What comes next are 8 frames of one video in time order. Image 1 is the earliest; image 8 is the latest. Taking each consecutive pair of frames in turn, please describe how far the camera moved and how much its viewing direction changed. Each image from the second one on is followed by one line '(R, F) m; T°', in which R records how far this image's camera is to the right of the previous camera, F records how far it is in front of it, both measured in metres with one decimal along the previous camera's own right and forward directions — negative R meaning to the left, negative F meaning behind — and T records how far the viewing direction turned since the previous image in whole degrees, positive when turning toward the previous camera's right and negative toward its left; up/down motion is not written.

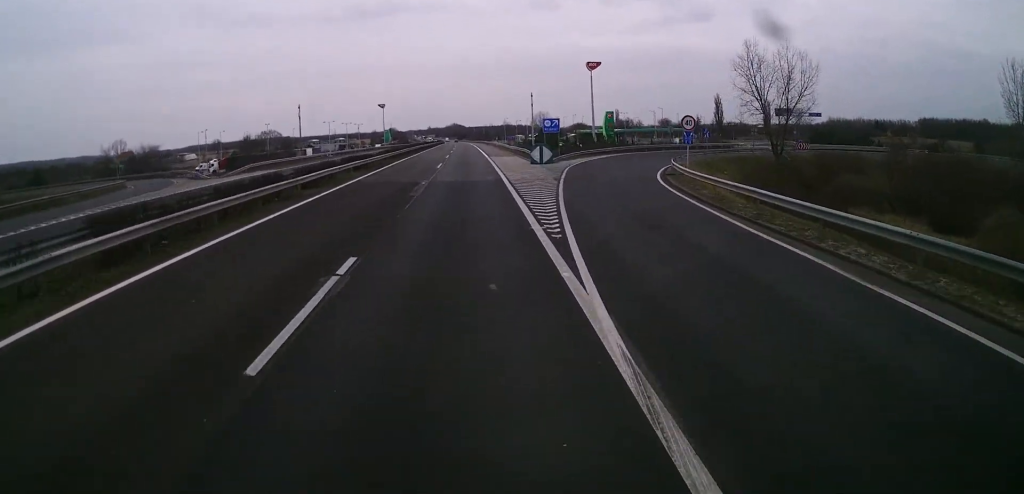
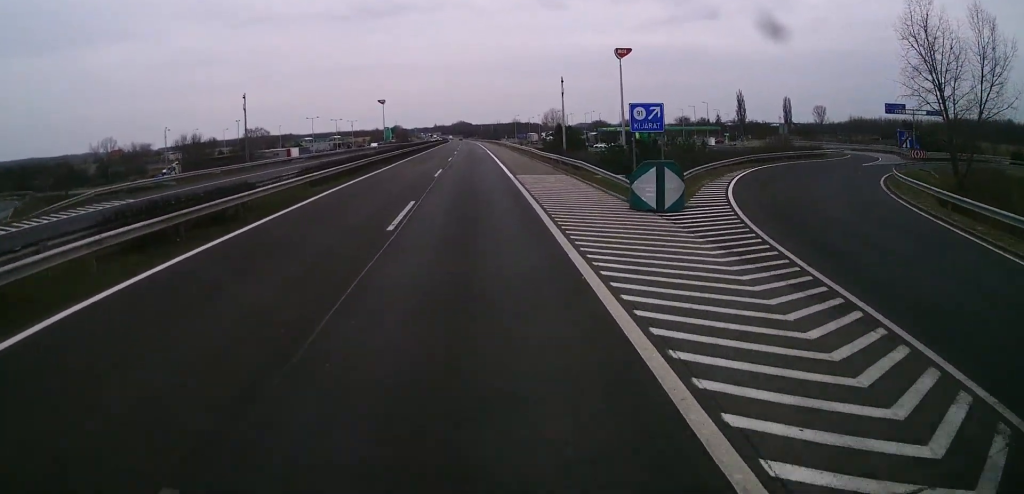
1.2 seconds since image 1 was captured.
(+0.1, +27.8) m; 0°
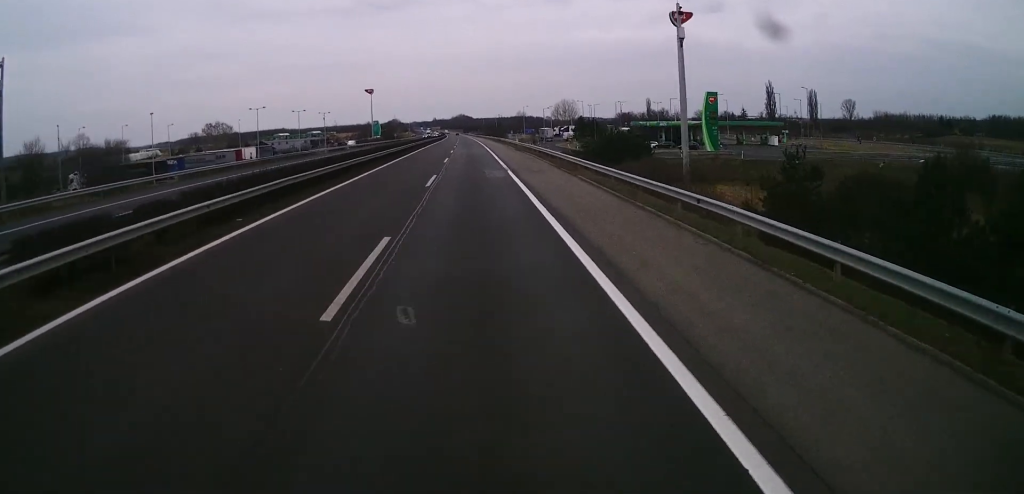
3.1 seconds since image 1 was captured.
(-0.7, +43.3) m; -1°
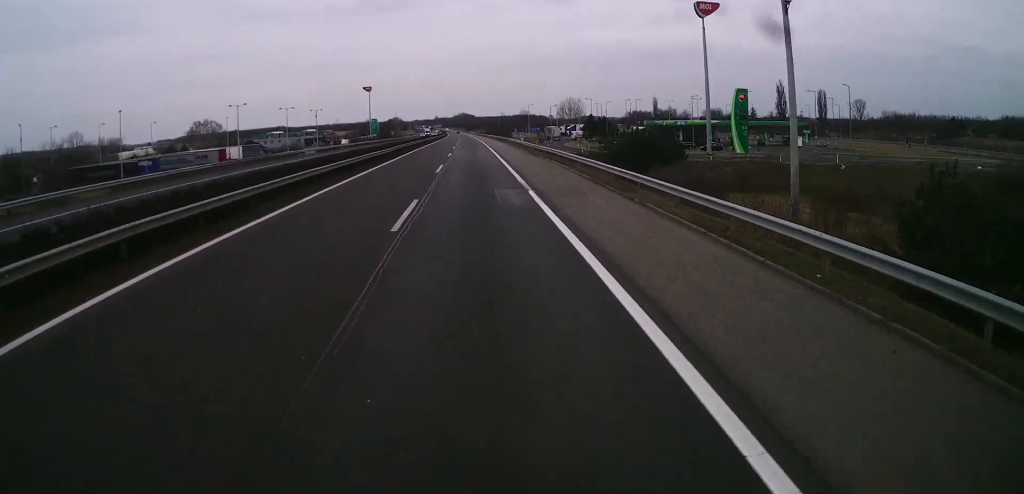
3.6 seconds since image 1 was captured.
(+0.2, +11.7) m; 0°
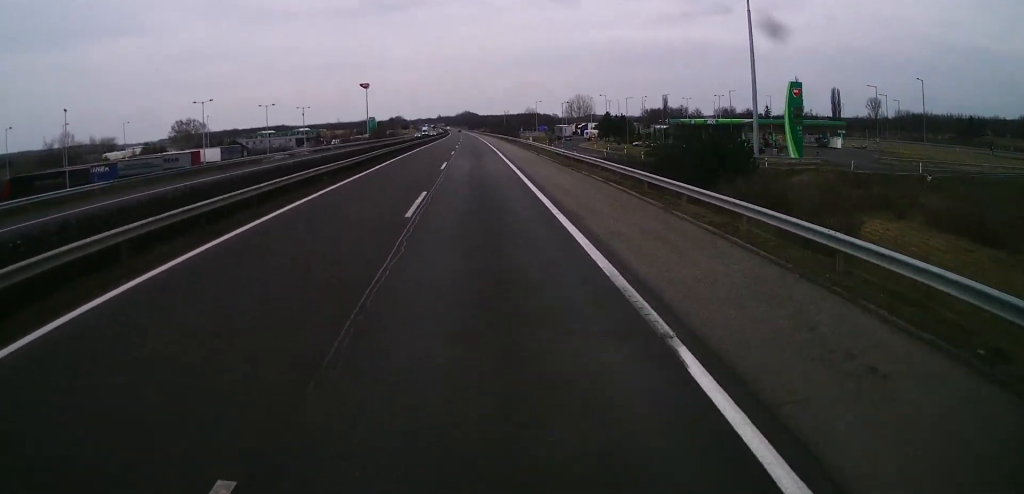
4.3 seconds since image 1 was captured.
(+0.1, +16.4) m; 0°
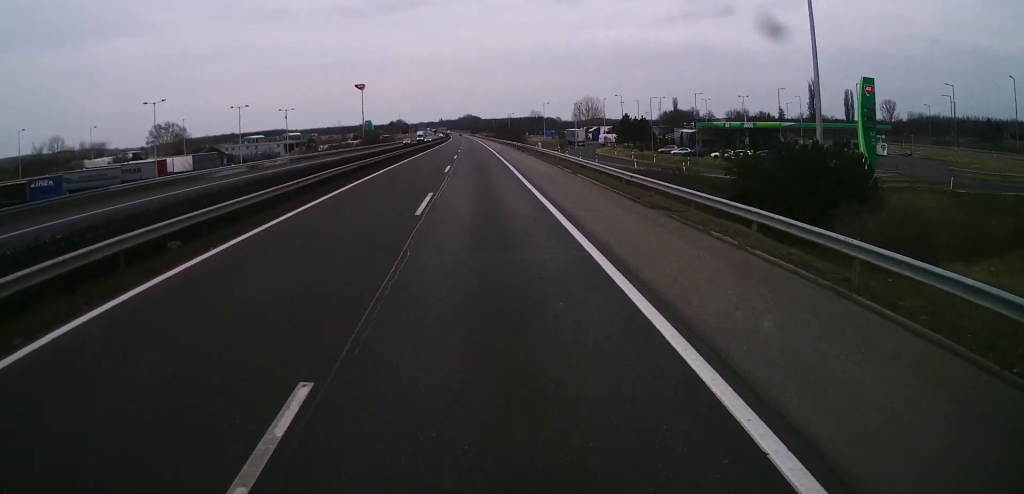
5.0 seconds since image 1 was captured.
(0.0, +16.4) m; -1°
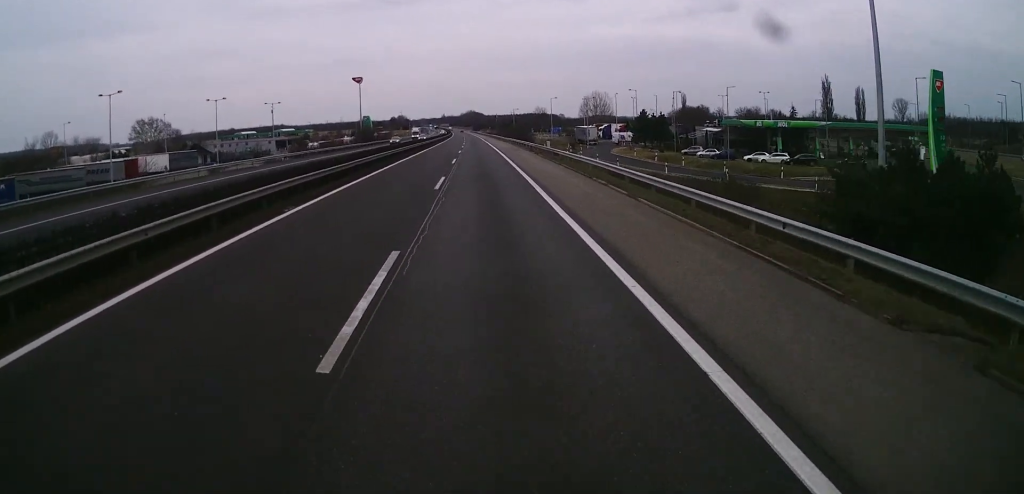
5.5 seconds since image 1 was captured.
(-0.2, +11.7) m; 0°
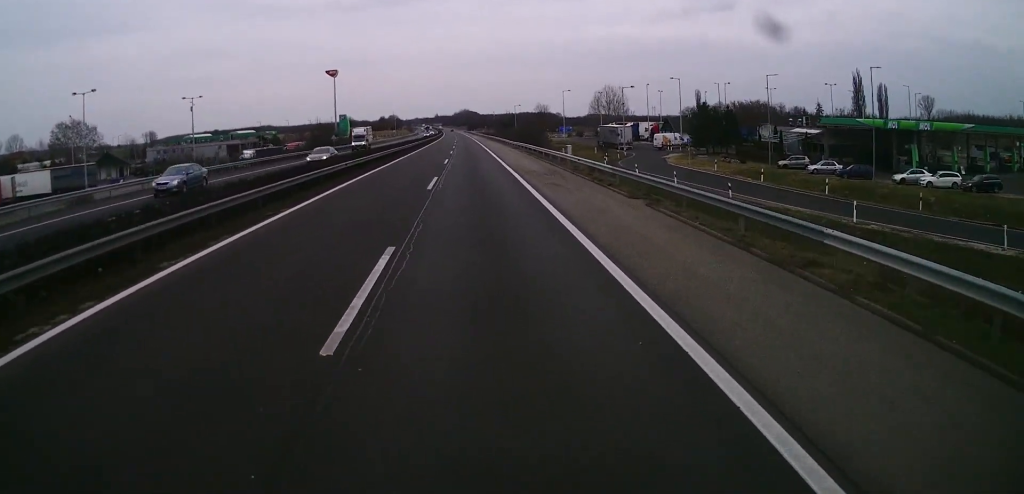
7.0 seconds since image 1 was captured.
(+0.1, +35.7) m; -1°
